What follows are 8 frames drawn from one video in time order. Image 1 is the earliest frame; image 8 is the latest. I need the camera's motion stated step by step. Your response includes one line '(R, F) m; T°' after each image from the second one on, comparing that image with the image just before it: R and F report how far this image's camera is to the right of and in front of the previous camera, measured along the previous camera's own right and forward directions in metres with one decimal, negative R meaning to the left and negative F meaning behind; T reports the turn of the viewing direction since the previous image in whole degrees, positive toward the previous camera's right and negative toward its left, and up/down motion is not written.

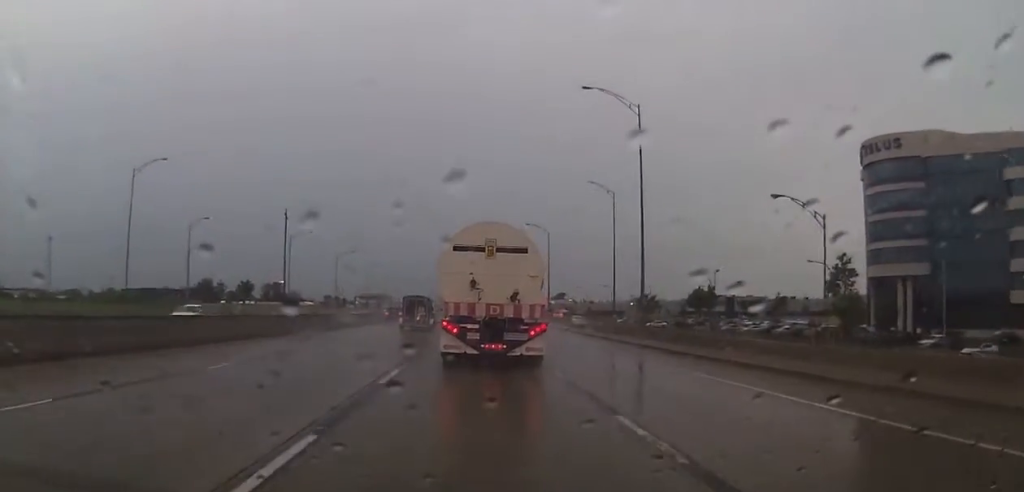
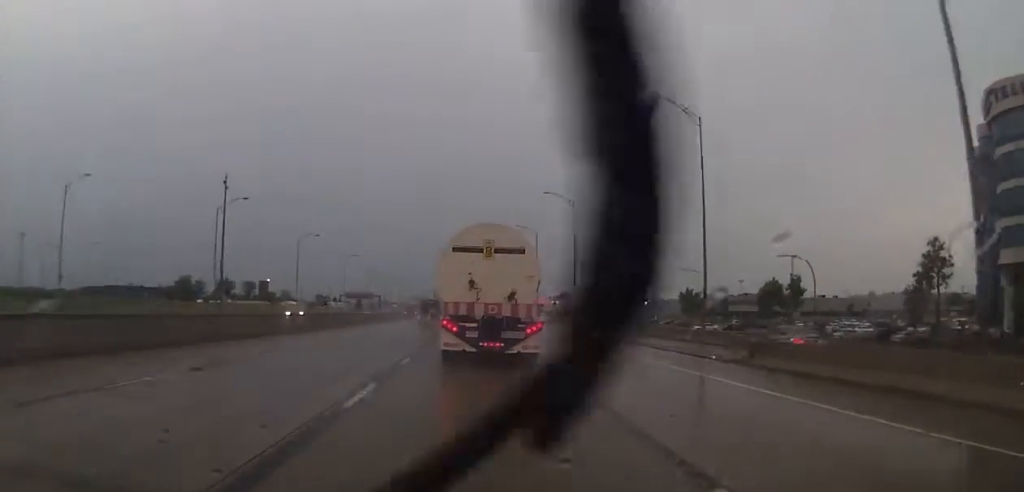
(0.0, +30.9) m; 0°
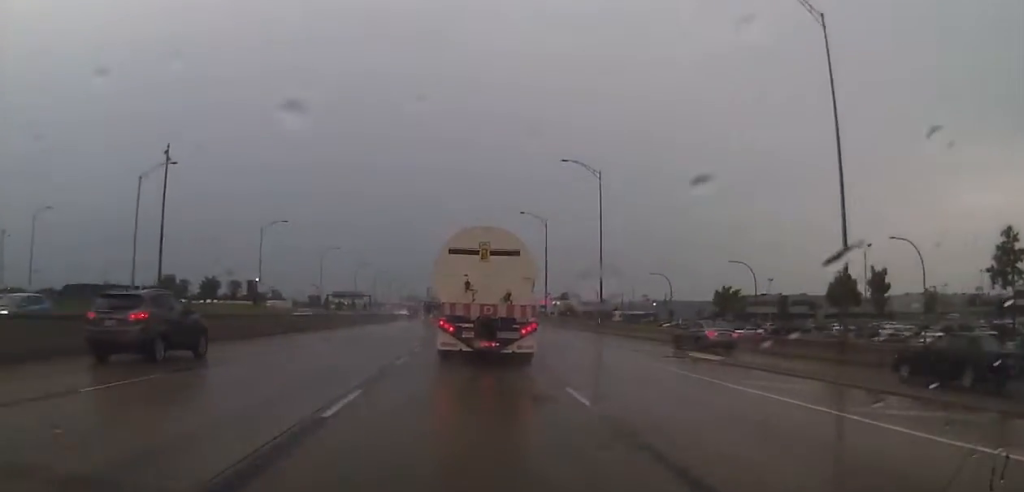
(-0.1, +18.8) m; 0°
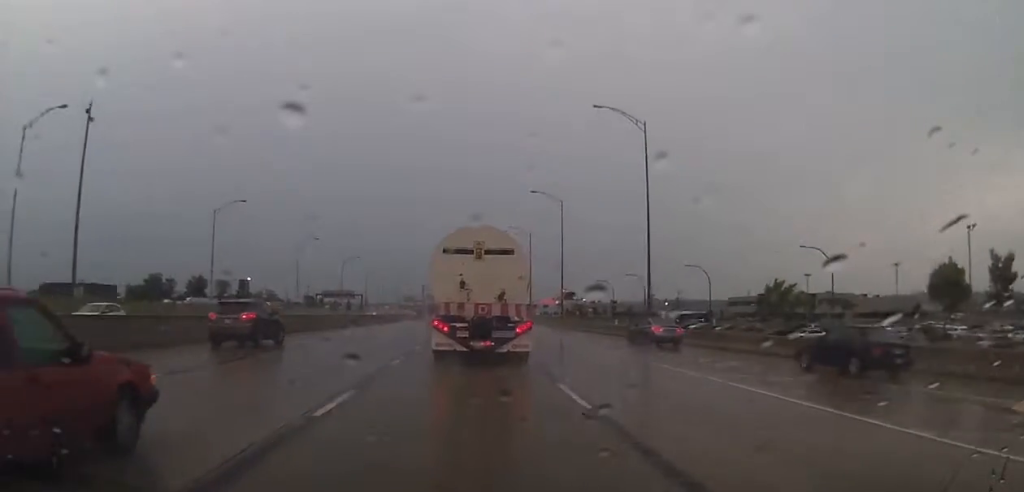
(+0.1, +17.9) m; 0°
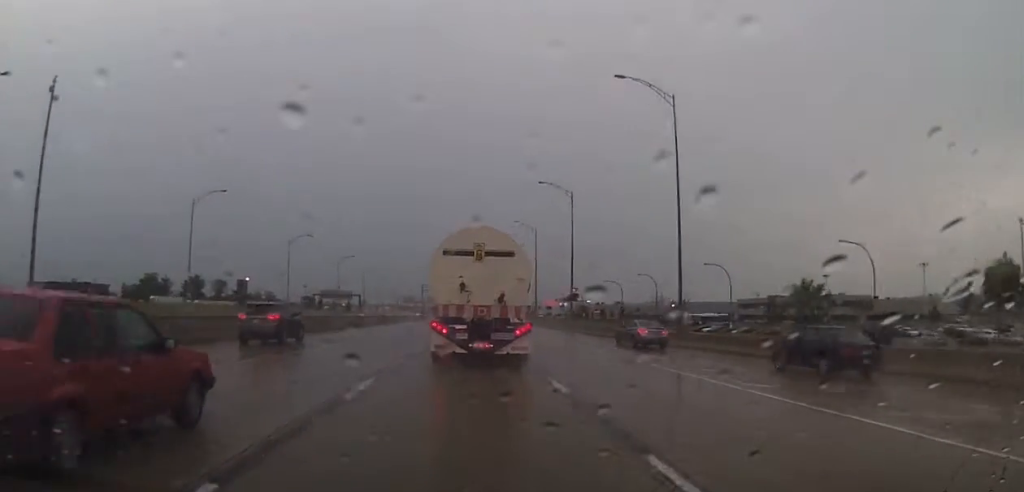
(-0.1, +6.9) m; 0°
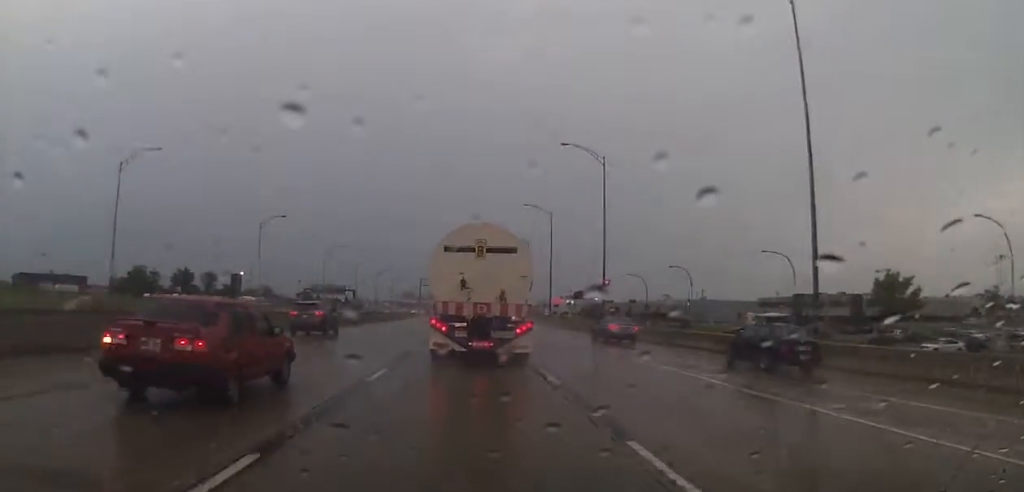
(0.0, +16.7) m; 0°
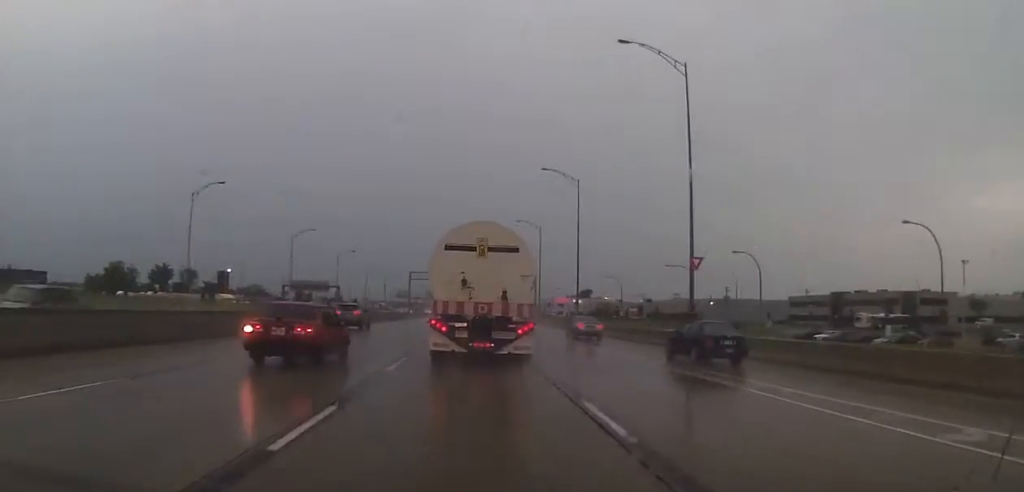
(-0.1, +23.7) m; 0°
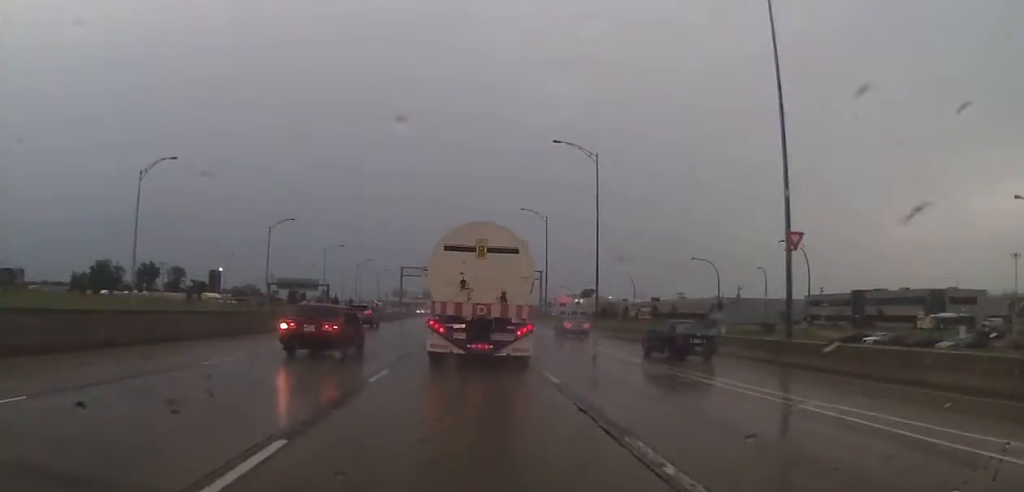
(0.0, +11.4) m; 0°
